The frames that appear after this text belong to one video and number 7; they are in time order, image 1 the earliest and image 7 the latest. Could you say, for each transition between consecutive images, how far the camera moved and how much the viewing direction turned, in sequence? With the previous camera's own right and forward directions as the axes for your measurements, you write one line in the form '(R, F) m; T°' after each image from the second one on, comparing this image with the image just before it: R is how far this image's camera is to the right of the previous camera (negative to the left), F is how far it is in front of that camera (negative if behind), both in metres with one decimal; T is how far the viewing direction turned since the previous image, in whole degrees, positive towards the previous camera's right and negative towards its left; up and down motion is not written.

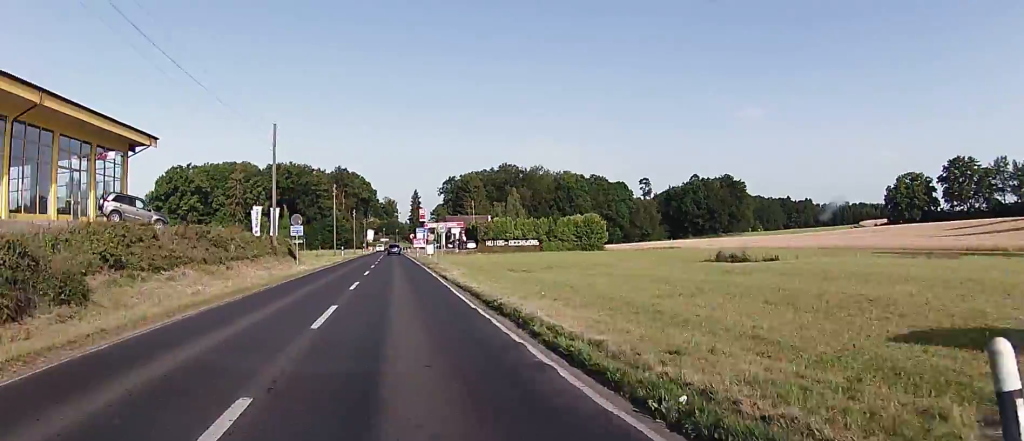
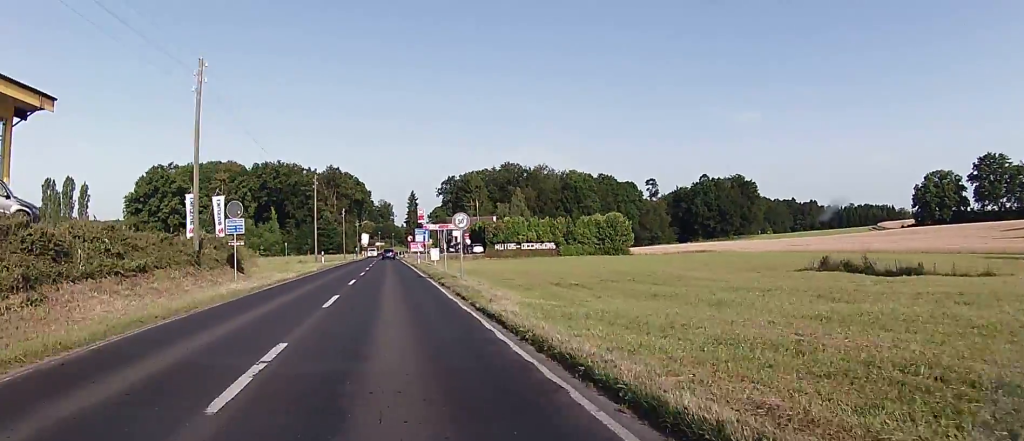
(0.0, +14.9) m; +1°
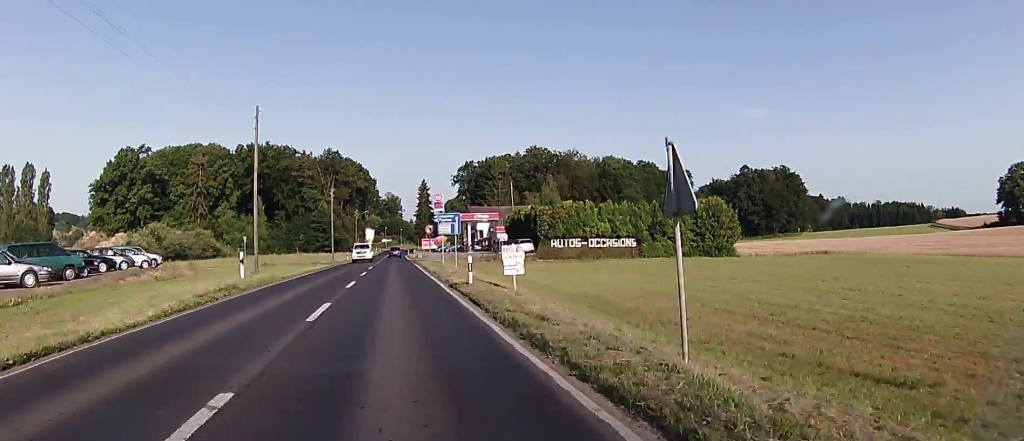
(+0.2, +31.2) m; -1°
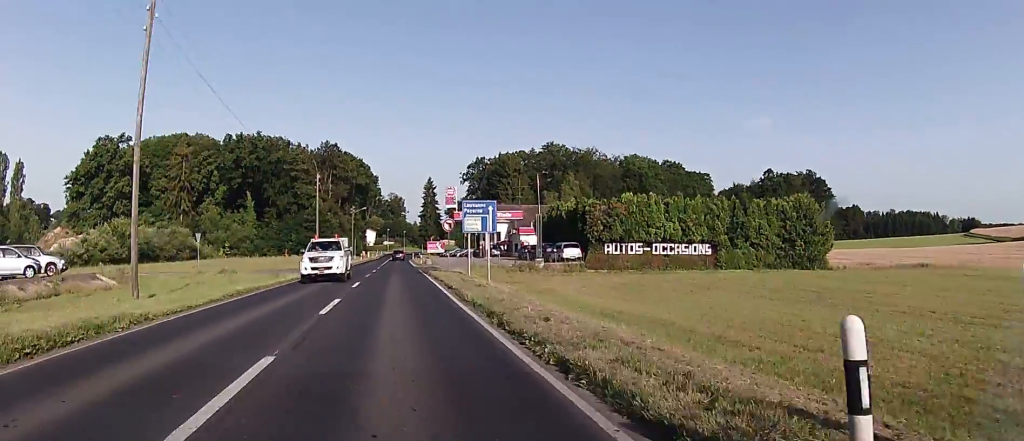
(-0.3, +16.7) m; -1°
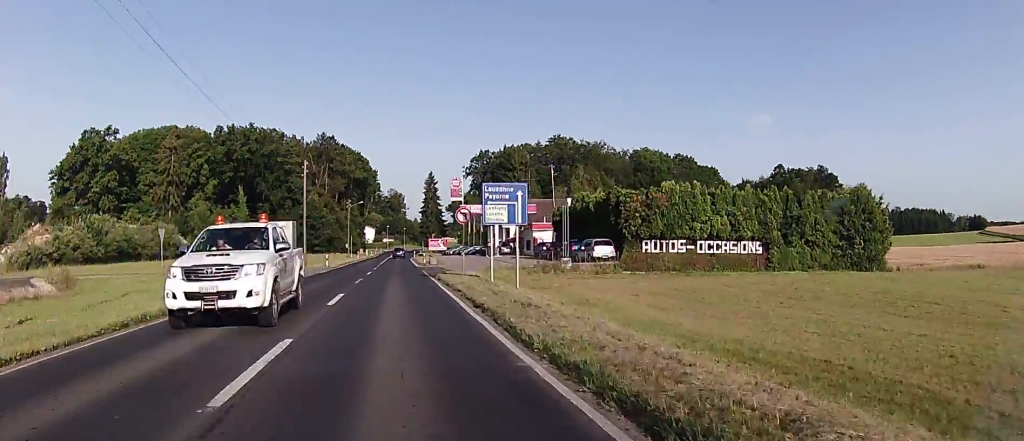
(-0.1, +8.0) m; +1°
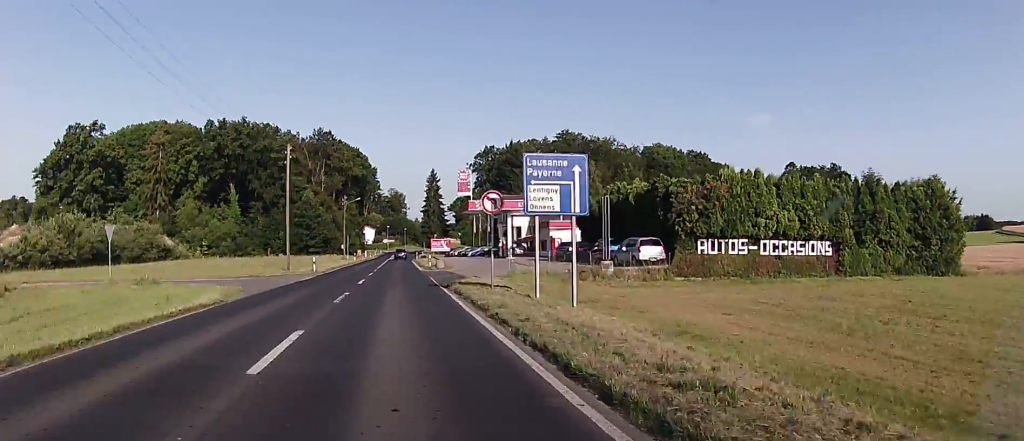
(+0.1, +8.2) m; 0°
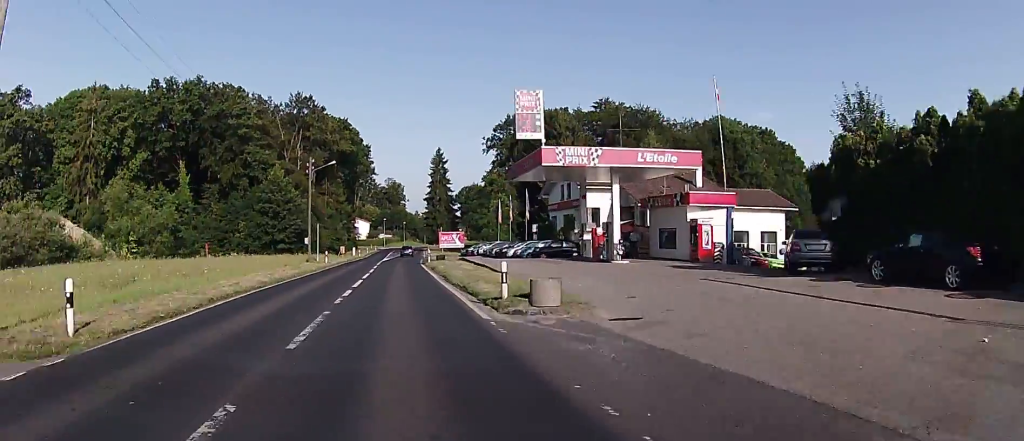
(-0.3, +33.0) m; 0°
